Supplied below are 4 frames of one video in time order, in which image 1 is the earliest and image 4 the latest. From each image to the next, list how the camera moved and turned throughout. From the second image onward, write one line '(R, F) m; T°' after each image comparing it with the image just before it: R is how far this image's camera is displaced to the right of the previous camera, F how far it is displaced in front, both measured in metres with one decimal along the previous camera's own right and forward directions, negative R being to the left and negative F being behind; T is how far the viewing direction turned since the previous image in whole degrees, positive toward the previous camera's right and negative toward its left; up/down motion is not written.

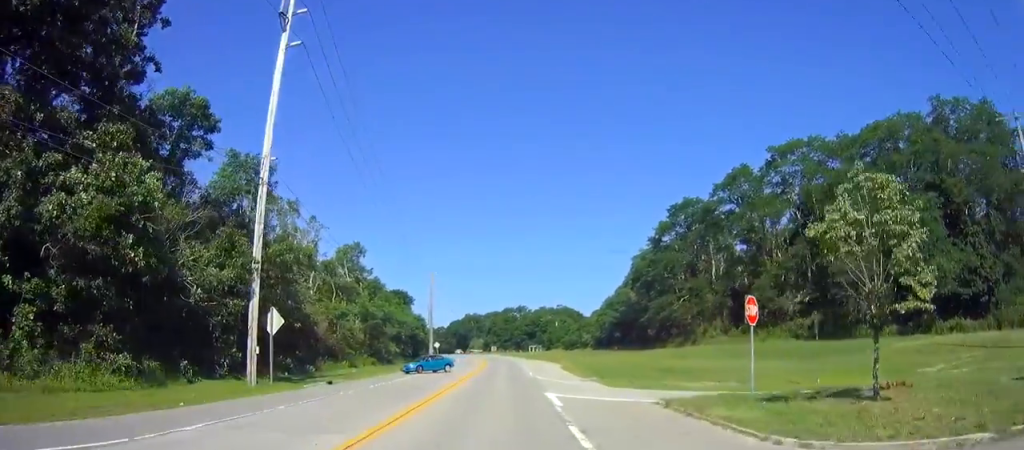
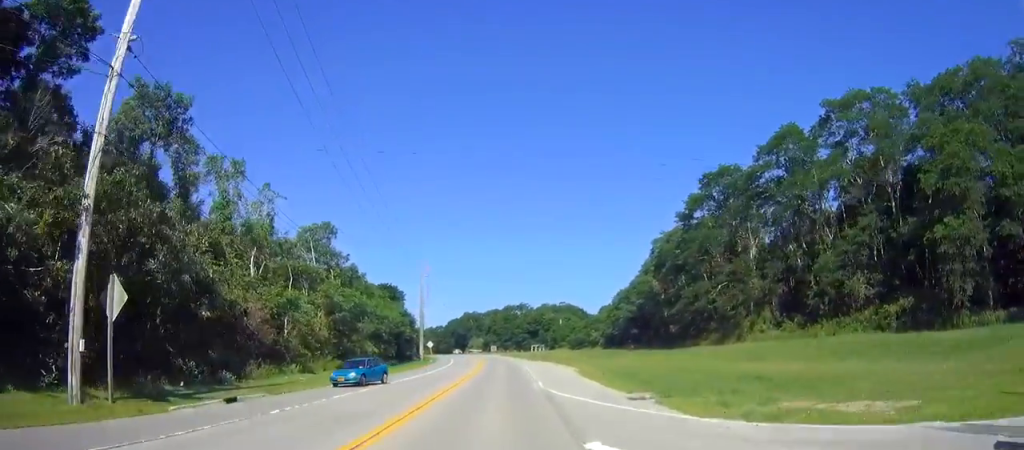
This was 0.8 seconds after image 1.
(0.0, +13.2) m; 0°
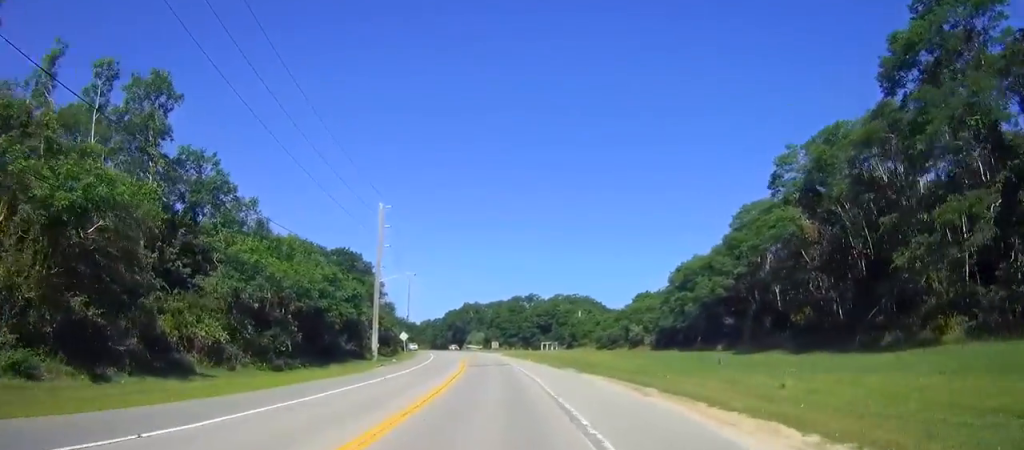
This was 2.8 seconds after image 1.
(-0.5, +36.6) m; -2°
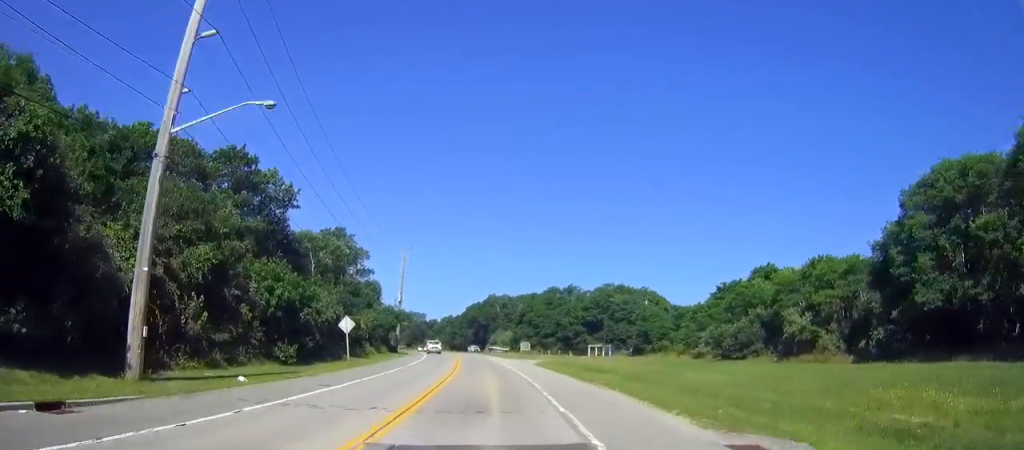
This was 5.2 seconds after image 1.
(-0.3, +44.7) m; -2°
